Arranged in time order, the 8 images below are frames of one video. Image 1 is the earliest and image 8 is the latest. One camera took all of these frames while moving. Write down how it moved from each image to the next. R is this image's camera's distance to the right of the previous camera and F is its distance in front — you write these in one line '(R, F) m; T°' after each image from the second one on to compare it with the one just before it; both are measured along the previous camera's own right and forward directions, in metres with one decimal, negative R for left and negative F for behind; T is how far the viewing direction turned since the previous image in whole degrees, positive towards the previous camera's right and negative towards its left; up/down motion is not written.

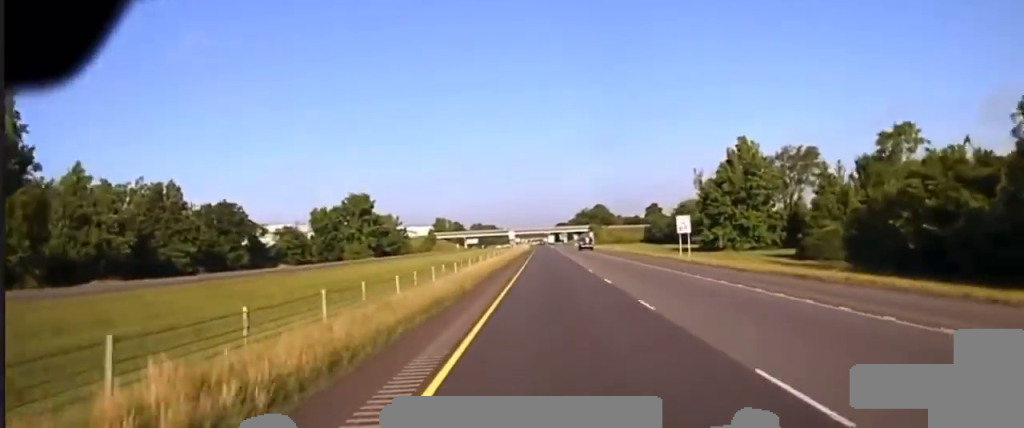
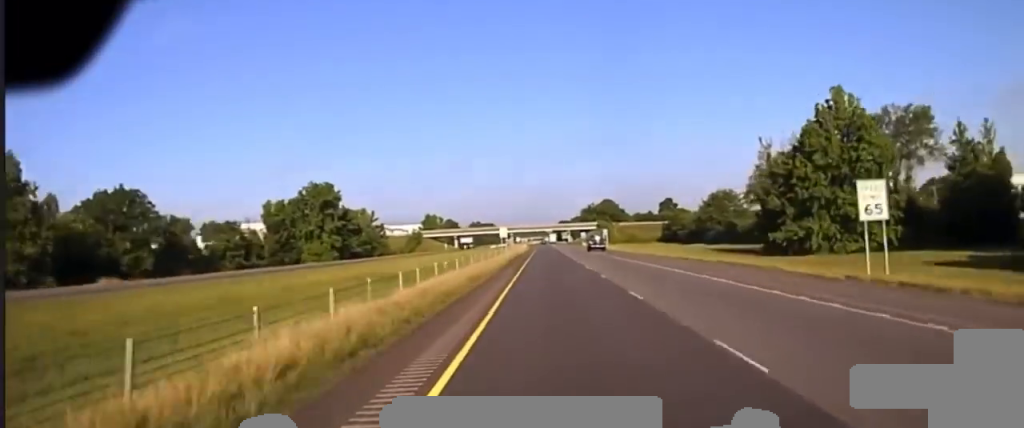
(+0.1, +41.8) m; 0°
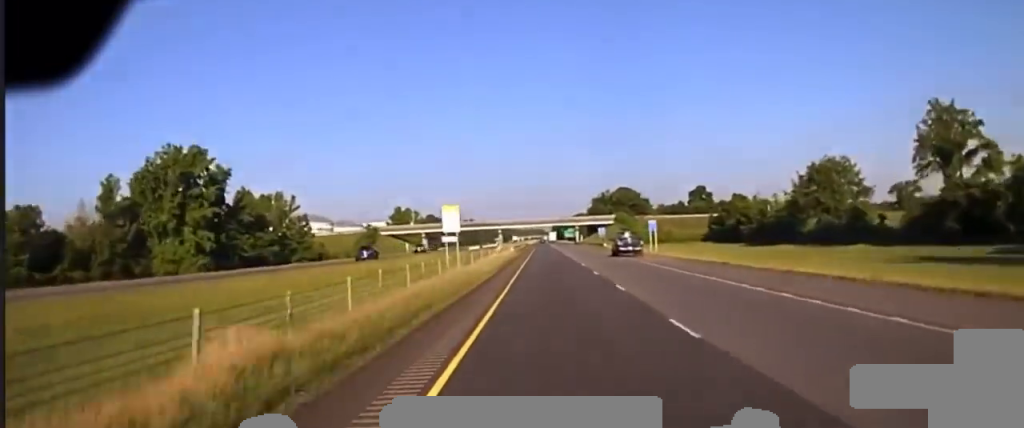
(-0.3, +79.5) m; 0°
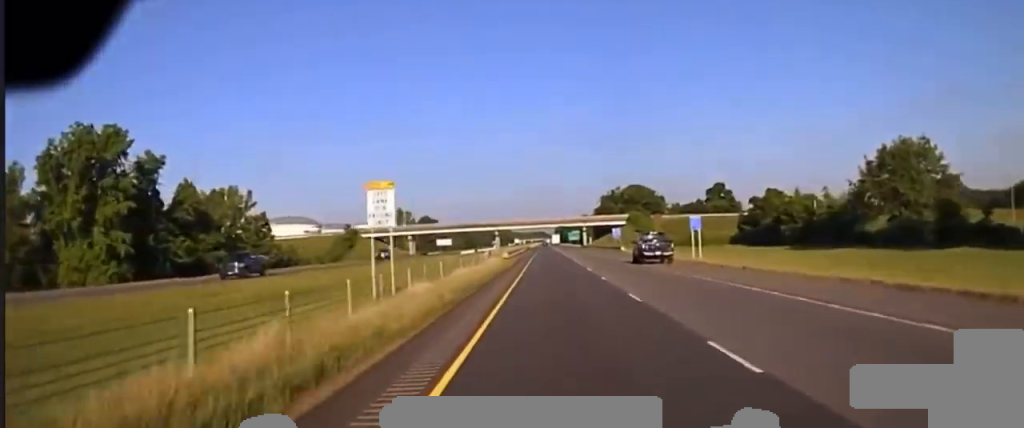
(+0.1, +29.5) m; 0°
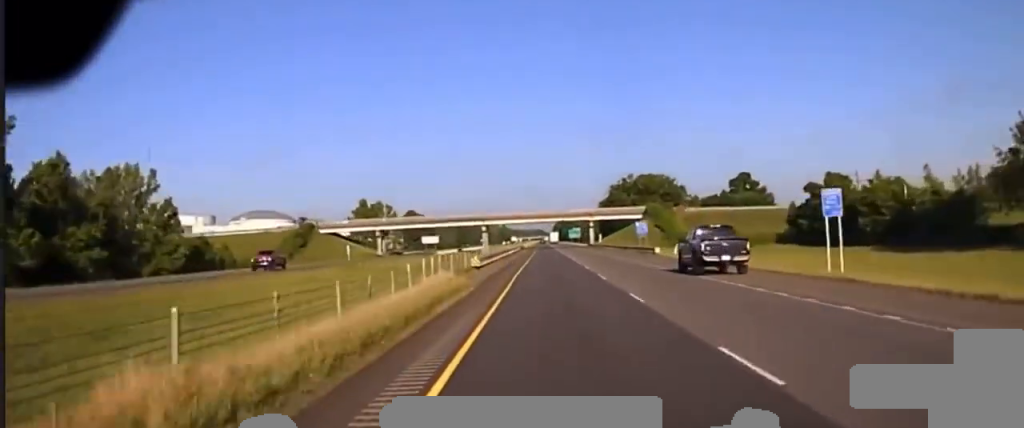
(0.0, +40.1) m; 0°
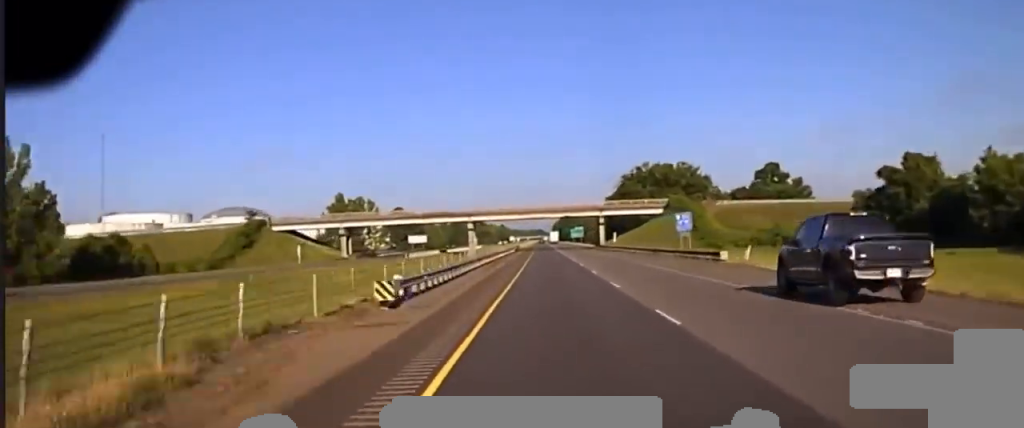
(+0.2, +34.1) m; 0°
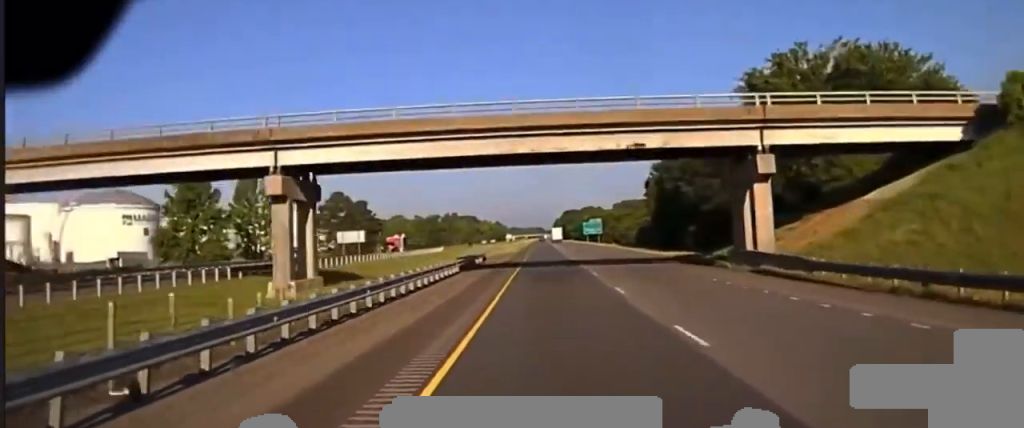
(-0.1, +99.5) m; 0°
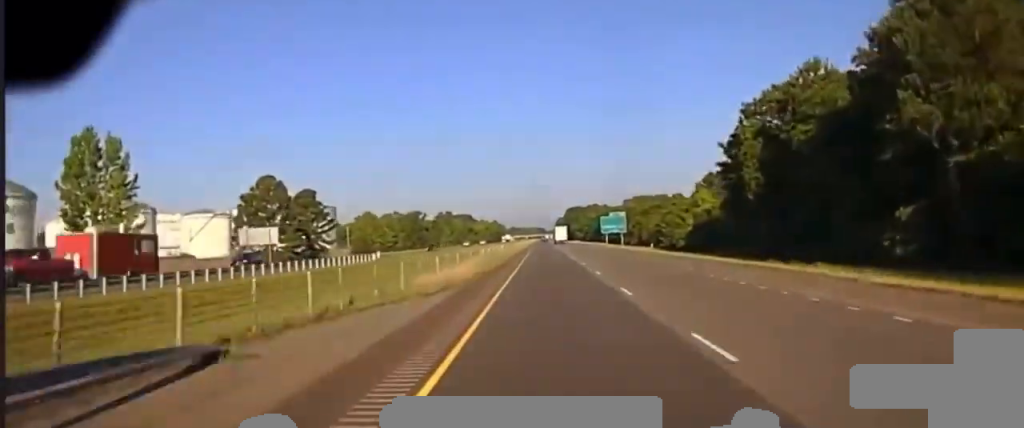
(+0.2, +54.7) m; 0°
